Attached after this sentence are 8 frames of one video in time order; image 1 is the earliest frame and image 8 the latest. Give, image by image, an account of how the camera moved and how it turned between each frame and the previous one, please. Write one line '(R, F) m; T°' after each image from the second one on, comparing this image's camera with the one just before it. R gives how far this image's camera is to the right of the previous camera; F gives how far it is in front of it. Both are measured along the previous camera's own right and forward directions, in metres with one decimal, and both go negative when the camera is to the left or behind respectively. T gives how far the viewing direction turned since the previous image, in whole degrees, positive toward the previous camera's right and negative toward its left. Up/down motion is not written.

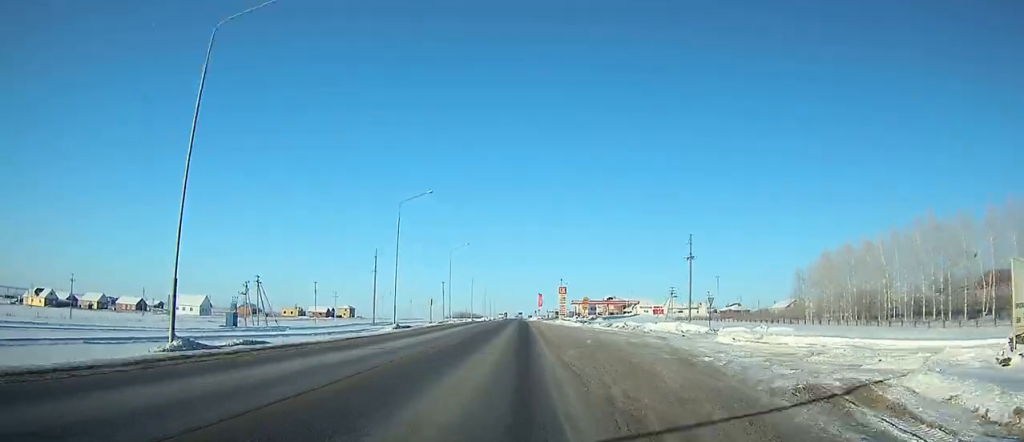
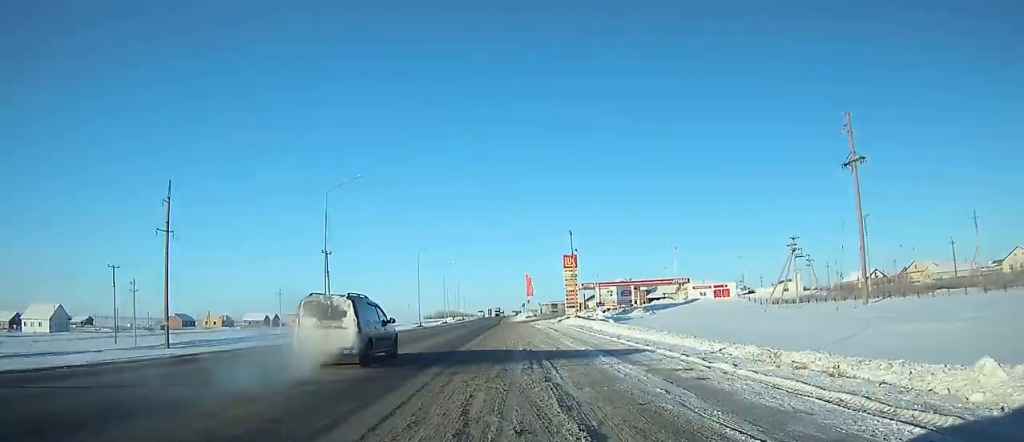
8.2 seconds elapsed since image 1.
(+0.8, +76.5) m; 0°
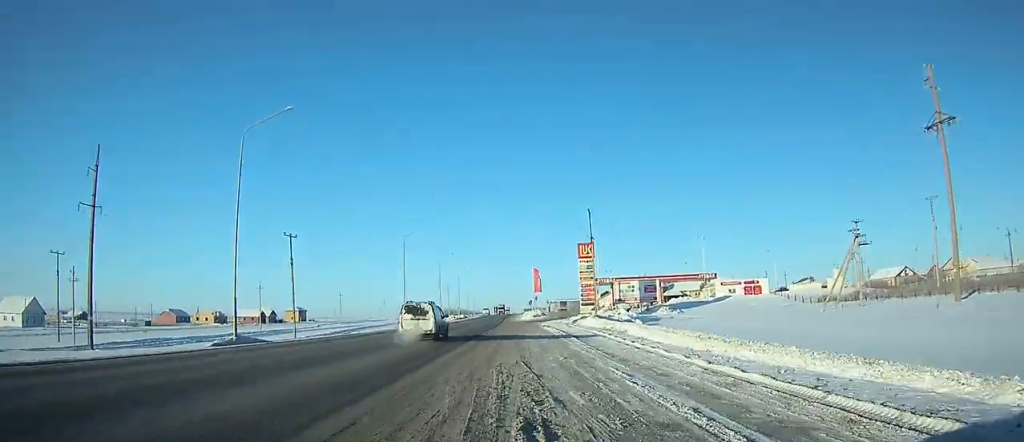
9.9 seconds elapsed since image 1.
(+0.1, +14.5) m; 0°
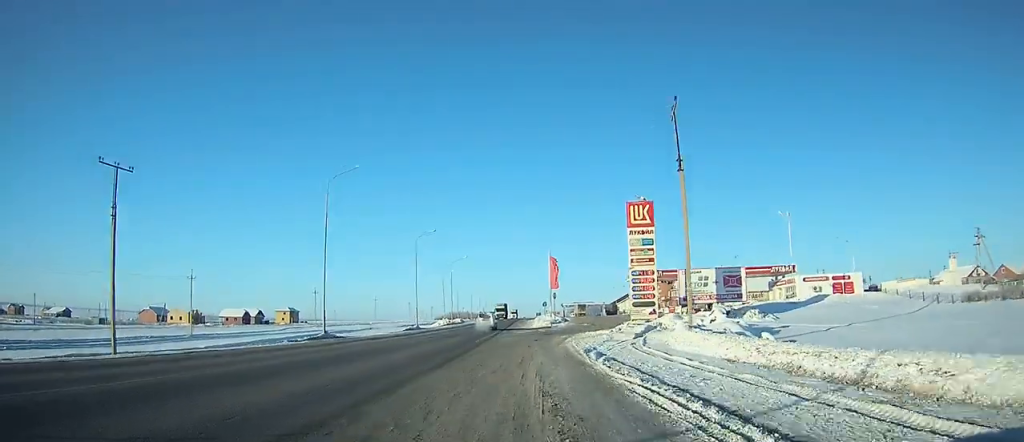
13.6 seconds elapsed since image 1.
(-0.3, +28.8) m; 0°
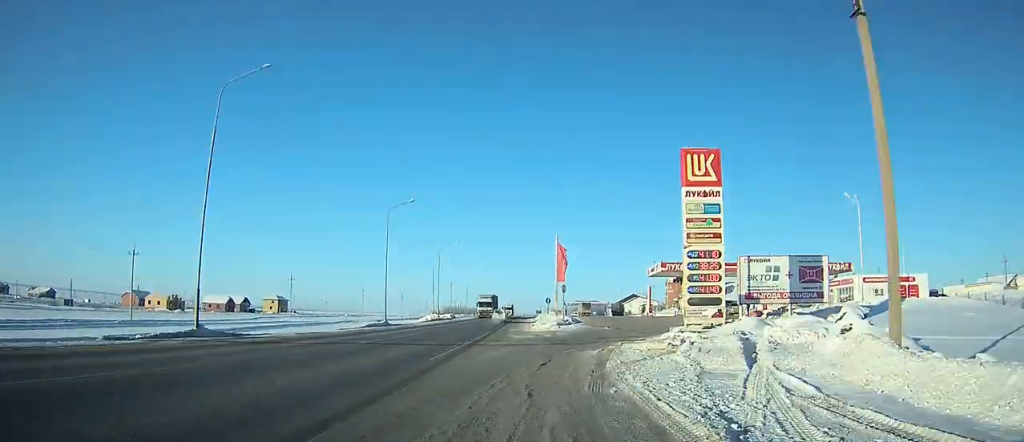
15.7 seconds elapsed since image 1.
(0.0, +14.5) m; +2°
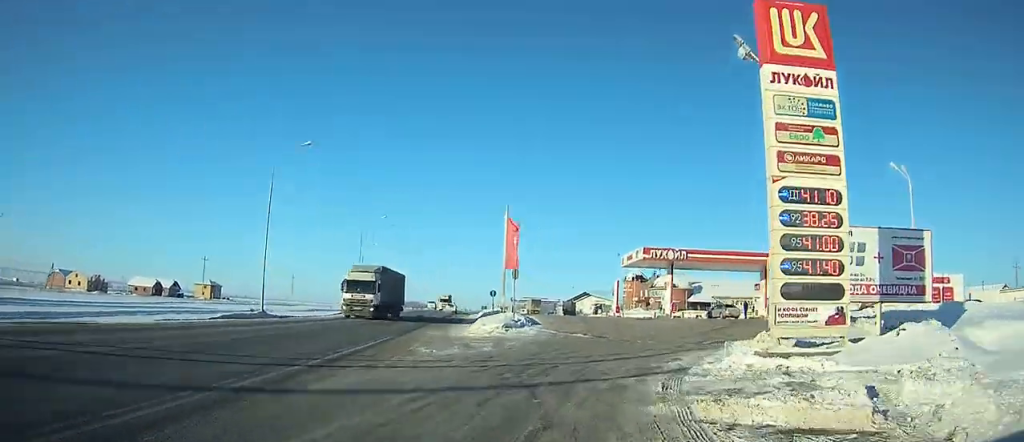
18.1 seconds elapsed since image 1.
(+0.4, +14.6) m; +6°
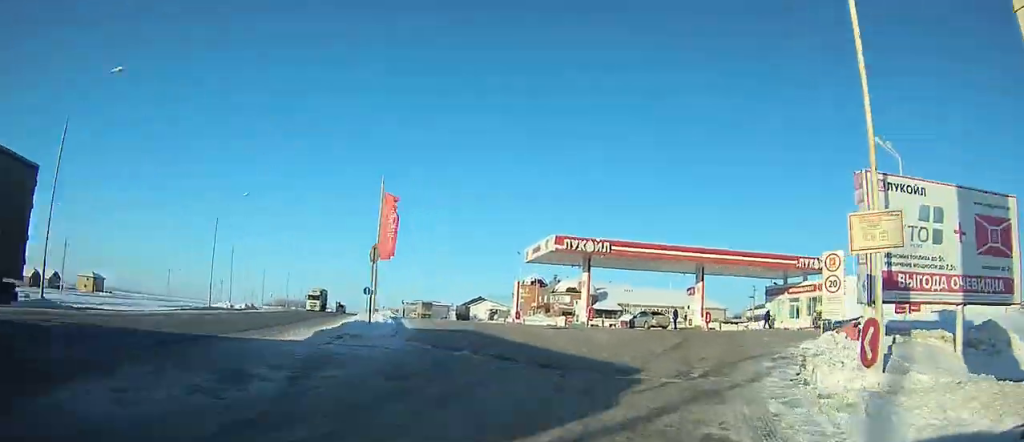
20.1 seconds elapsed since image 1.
(+0.4, +10.8) m; +9°
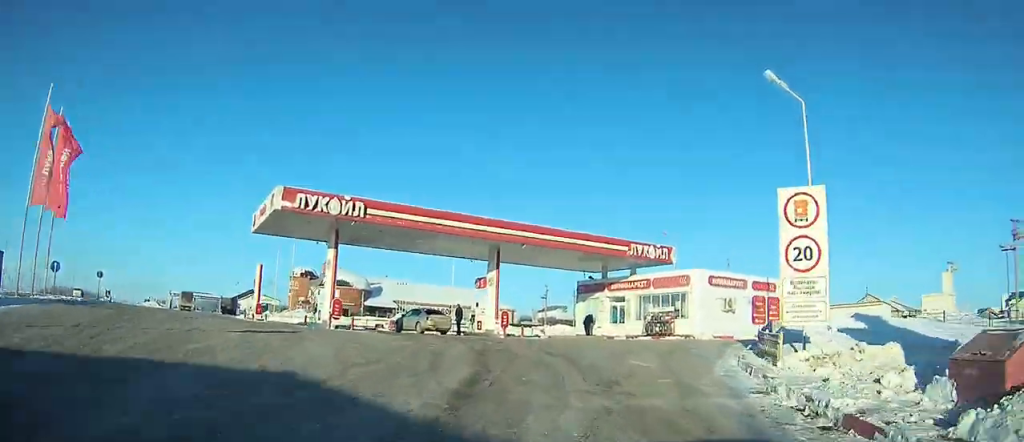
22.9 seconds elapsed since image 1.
(+1.7, +12.7) m; +15°
